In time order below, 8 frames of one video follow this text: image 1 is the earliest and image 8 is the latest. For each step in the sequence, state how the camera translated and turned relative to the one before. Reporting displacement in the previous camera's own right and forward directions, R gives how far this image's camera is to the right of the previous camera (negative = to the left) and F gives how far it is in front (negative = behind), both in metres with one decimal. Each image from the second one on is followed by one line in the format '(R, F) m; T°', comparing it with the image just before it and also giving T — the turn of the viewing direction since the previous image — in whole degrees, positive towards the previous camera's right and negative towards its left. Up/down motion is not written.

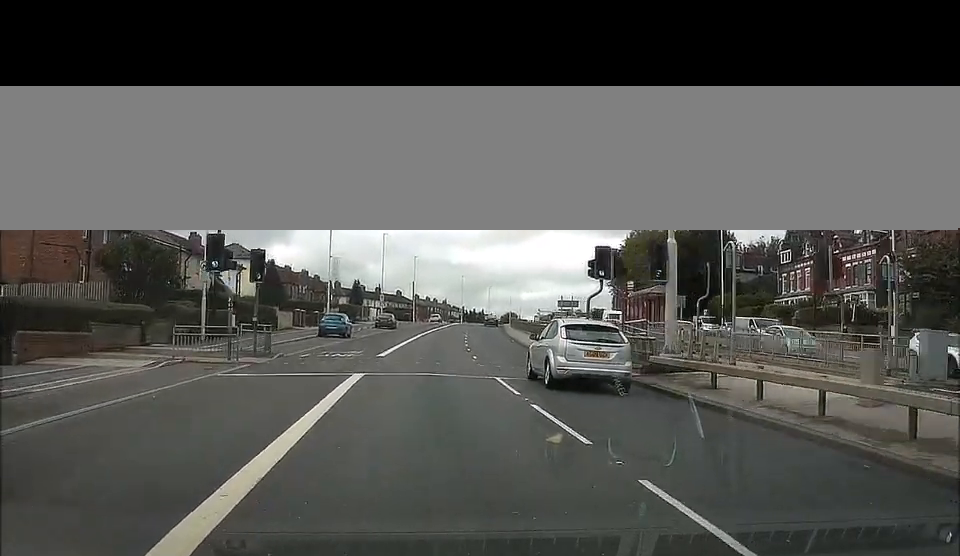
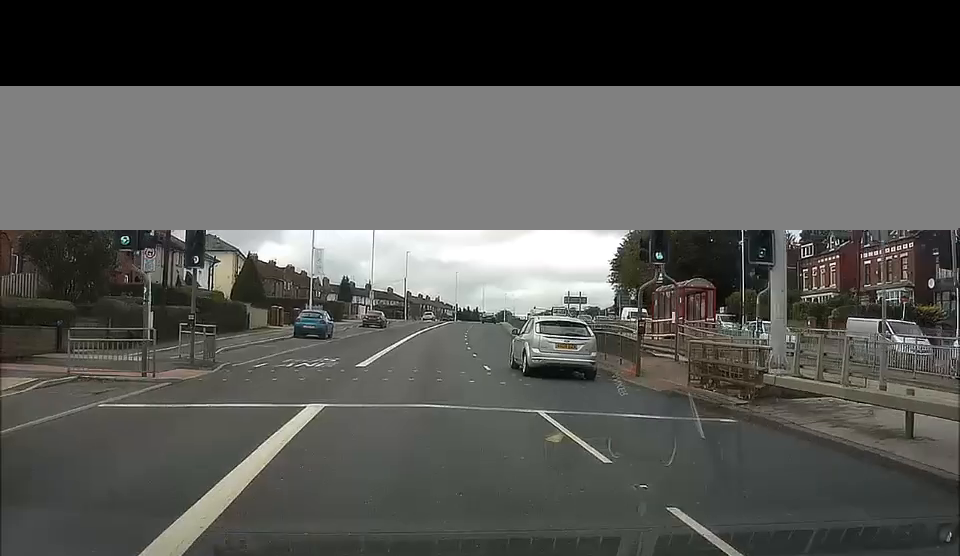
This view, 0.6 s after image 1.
(+0.2, +7.5) m; +1°
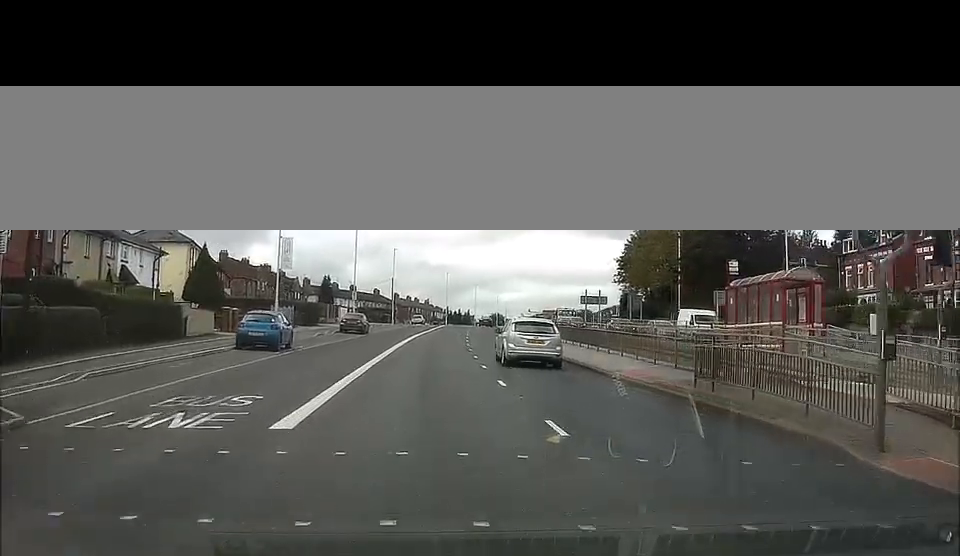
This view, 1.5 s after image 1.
(+0.2, +12.0) m; 0°
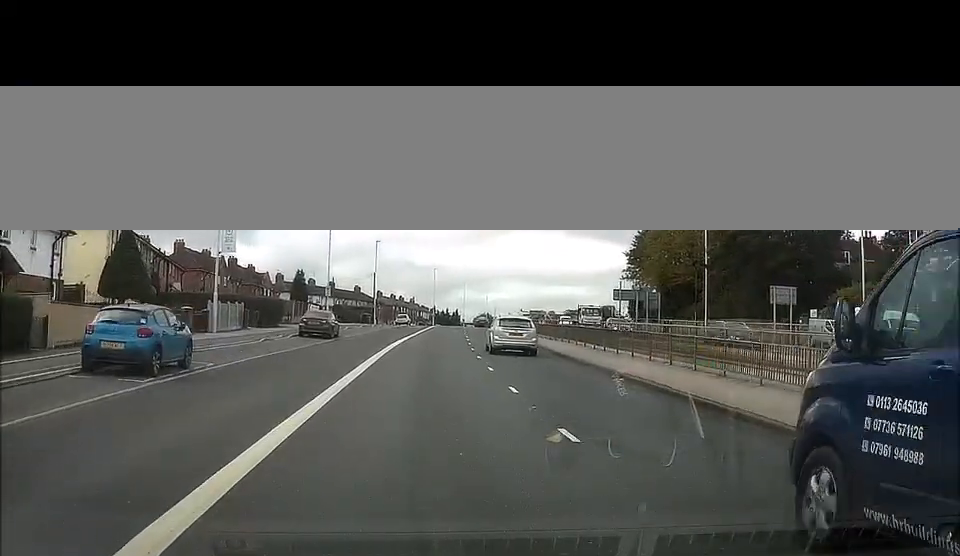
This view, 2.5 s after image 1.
(-0.2, +14.5) m; 0°
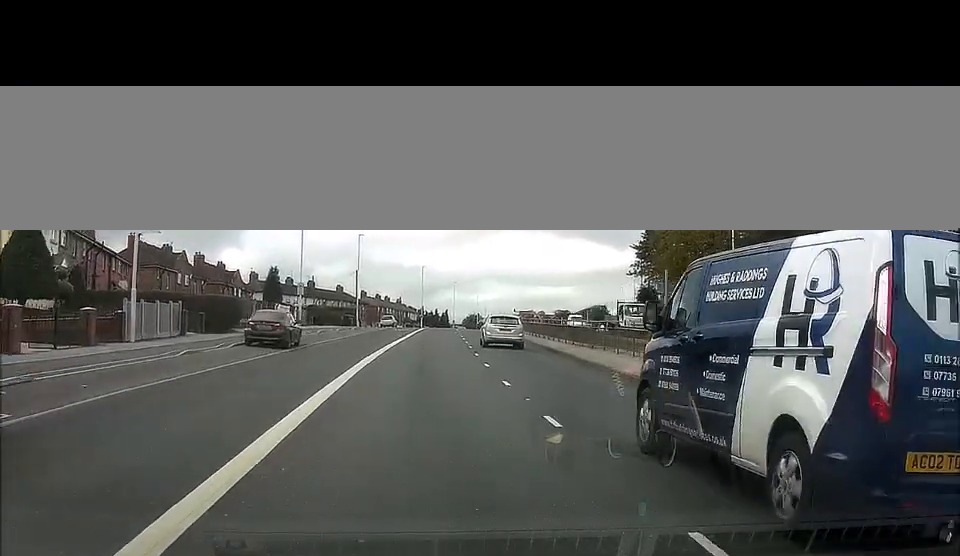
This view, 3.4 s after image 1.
(+0.2, +11.4) m; 0°
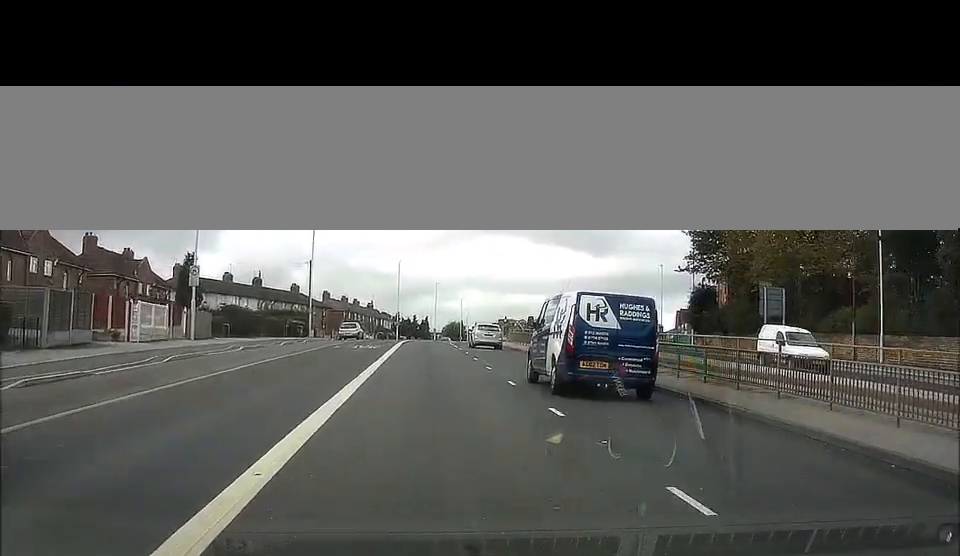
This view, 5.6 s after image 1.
(+0.1, +29.4) m; +2°
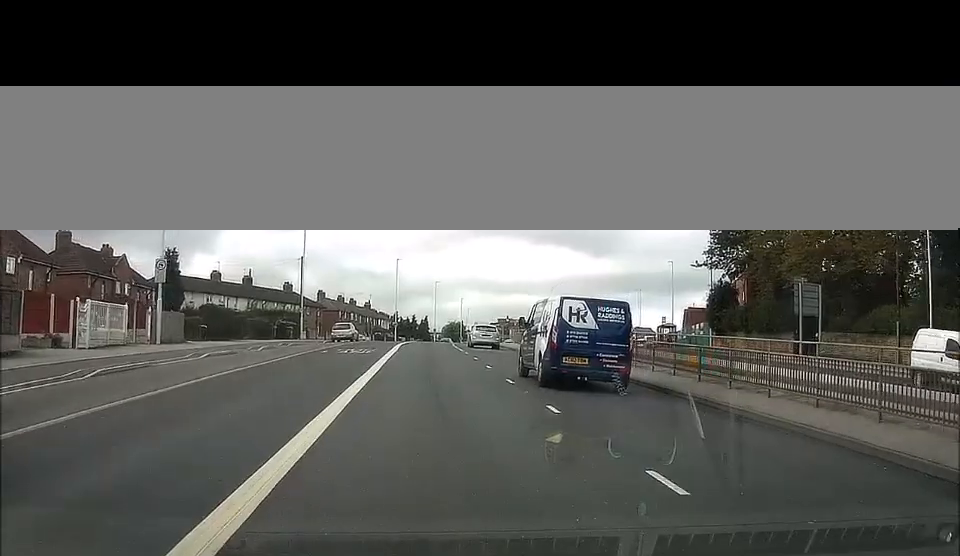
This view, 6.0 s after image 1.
(0.0, +5.5) m; 0°
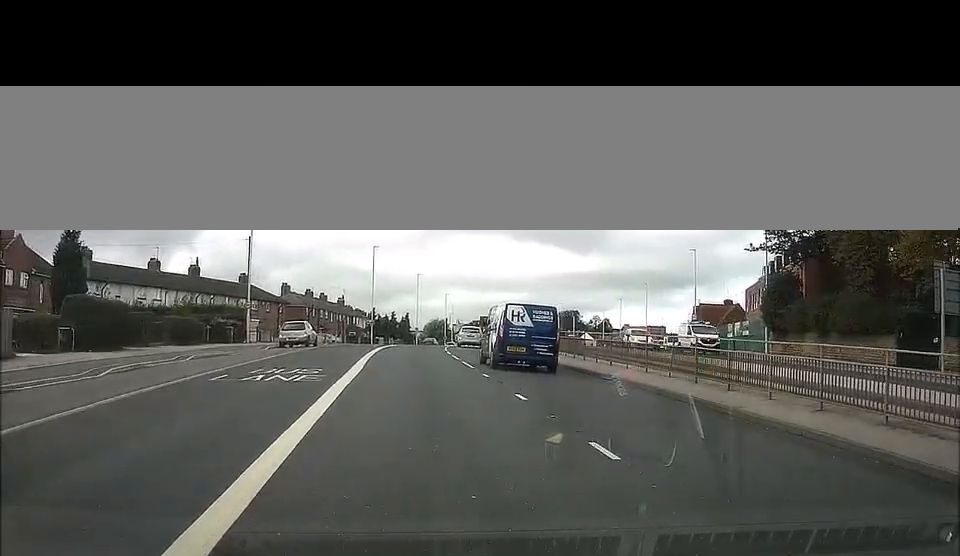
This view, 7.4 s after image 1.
(+0.1, +16.6) m; +2°
